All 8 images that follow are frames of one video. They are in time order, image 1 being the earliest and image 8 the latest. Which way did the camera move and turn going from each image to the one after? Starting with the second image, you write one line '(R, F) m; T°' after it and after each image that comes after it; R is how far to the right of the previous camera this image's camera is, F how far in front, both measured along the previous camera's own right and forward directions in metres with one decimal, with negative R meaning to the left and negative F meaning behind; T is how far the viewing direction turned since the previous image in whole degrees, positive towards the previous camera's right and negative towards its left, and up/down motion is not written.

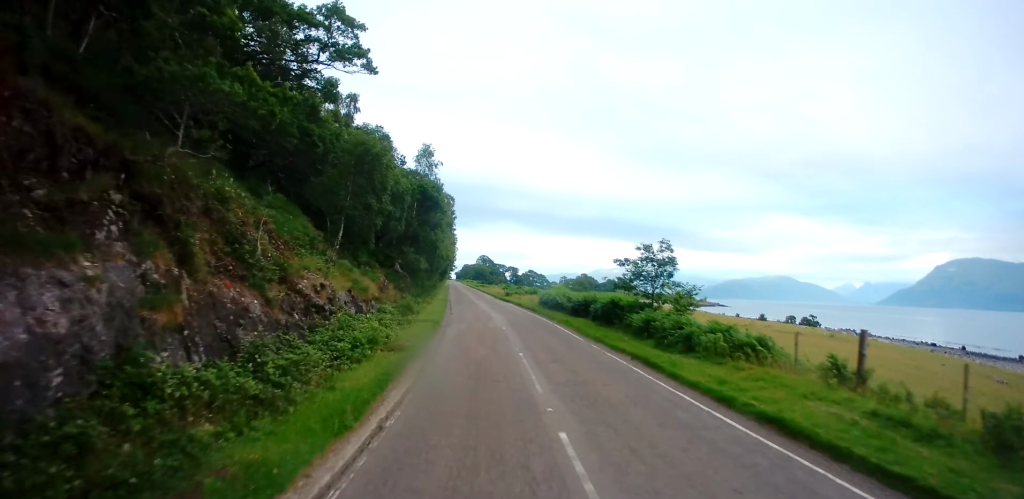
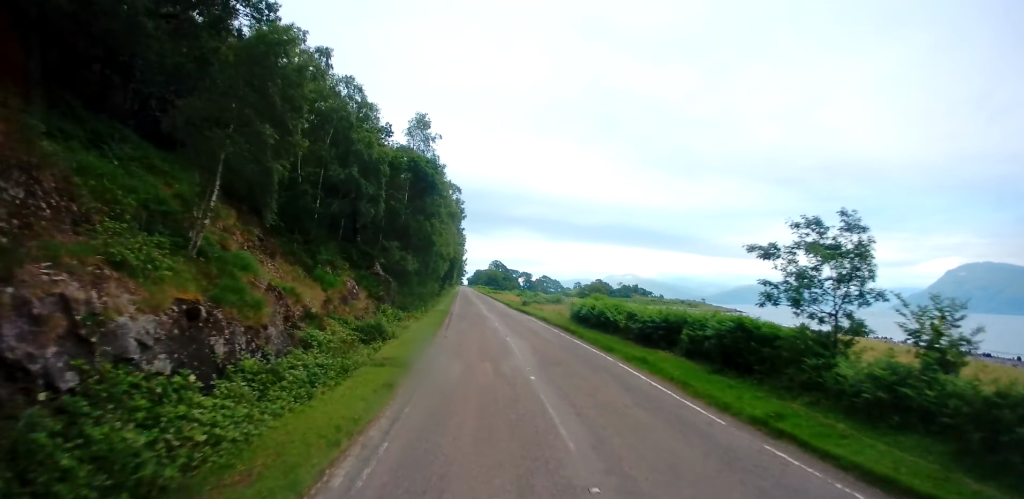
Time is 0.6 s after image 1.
(-0.3, +12.1) m; -2°
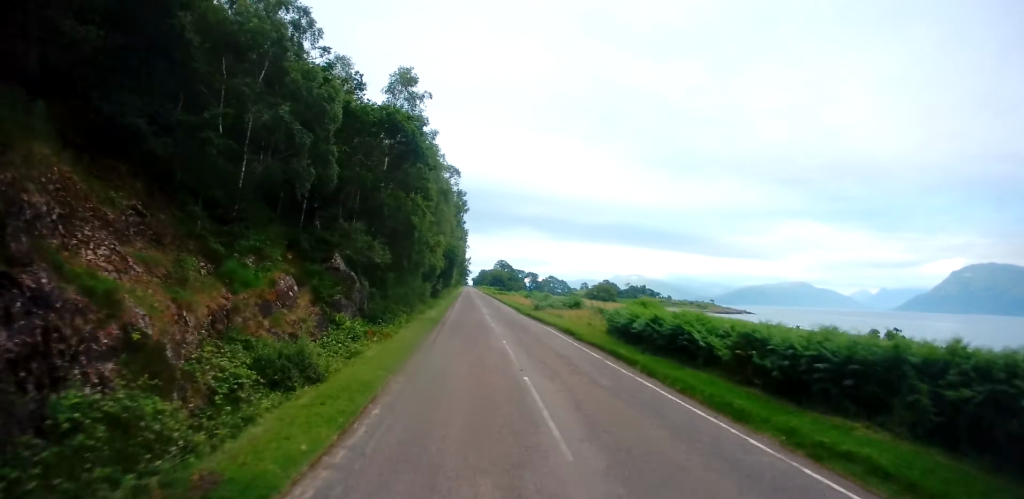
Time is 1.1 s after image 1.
(-0.1, +9.5) m; -1°
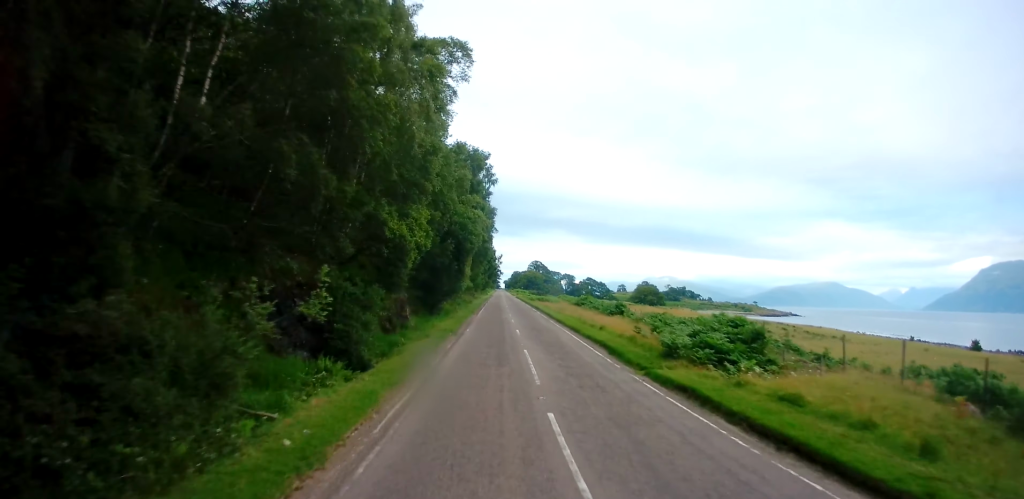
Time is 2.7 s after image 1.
(-0.9, +28.9) m; -4°
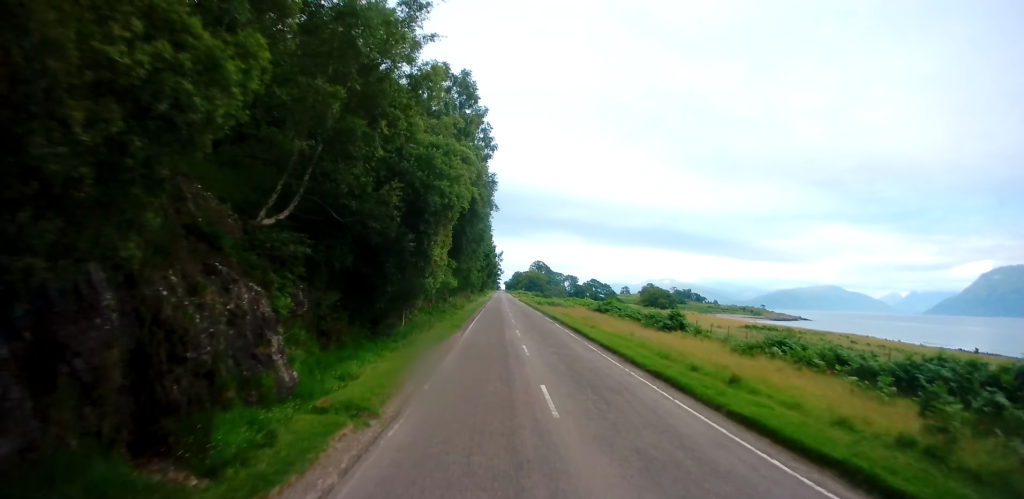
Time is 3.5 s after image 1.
(-0.3, +16.4) m; -1°
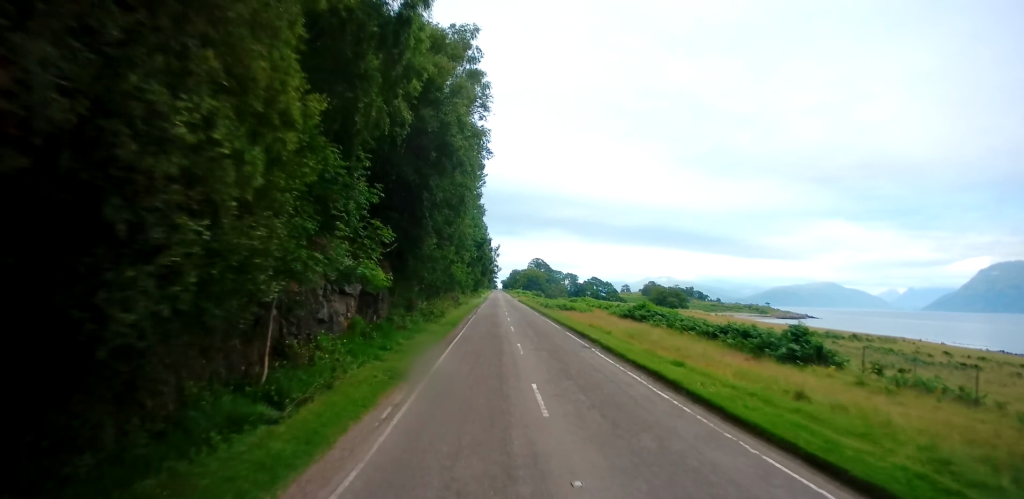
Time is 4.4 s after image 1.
(0.0, +16.5) m; 0°
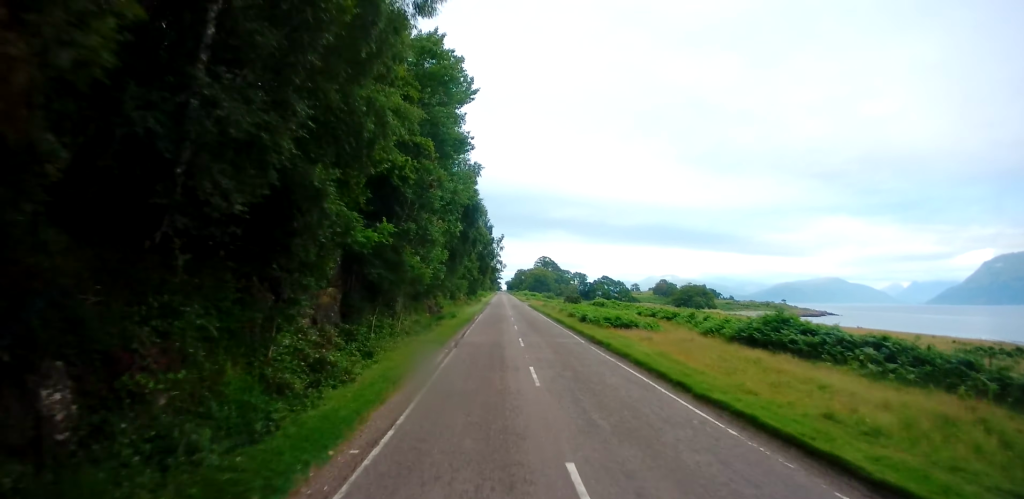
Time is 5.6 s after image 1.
(+0.1, +23.4) m; 0°
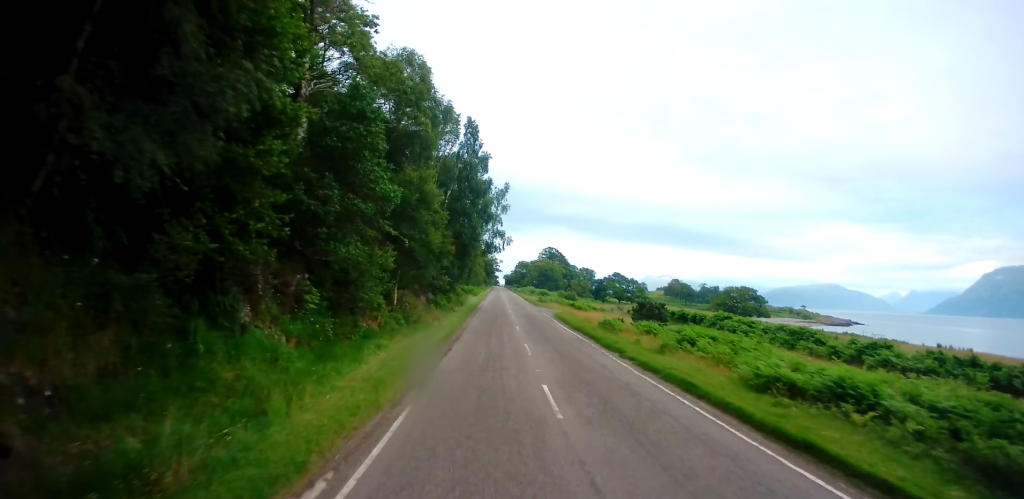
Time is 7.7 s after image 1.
(0.0, +39.2) m; +1°
